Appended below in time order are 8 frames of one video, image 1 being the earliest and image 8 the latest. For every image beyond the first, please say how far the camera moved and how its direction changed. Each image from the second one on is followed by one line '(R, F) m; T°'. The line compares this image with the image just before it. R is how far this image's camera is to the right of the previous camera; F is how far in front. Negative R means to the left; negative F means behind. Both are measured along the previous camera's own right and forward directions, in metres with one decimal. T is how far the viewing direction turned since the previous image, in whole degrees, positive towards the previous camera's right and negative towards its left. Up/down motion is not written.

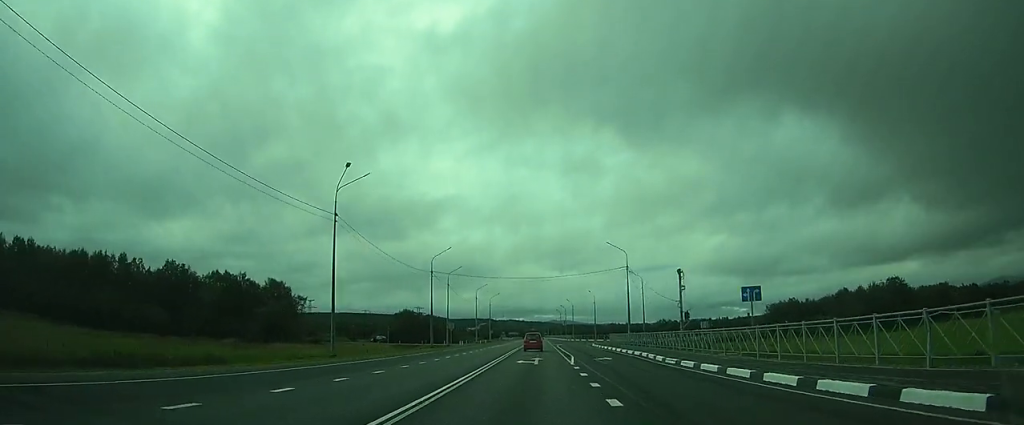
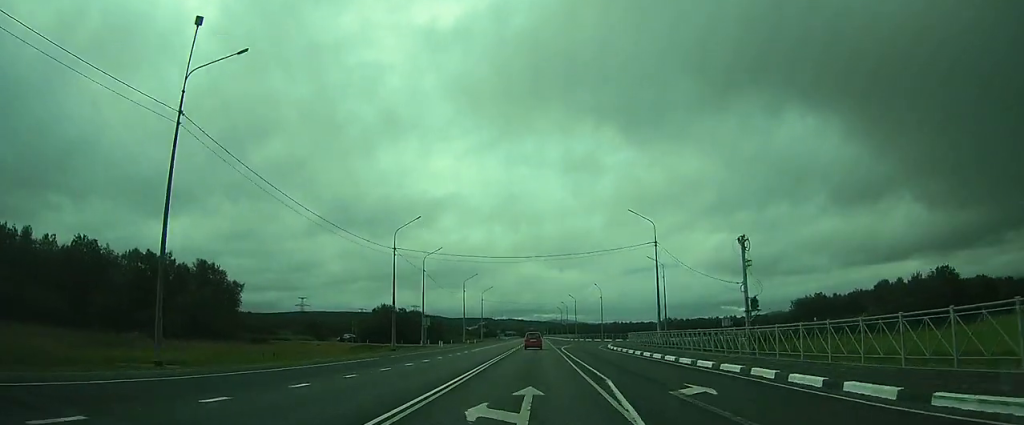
(-0.1, +19.8) m; 0°
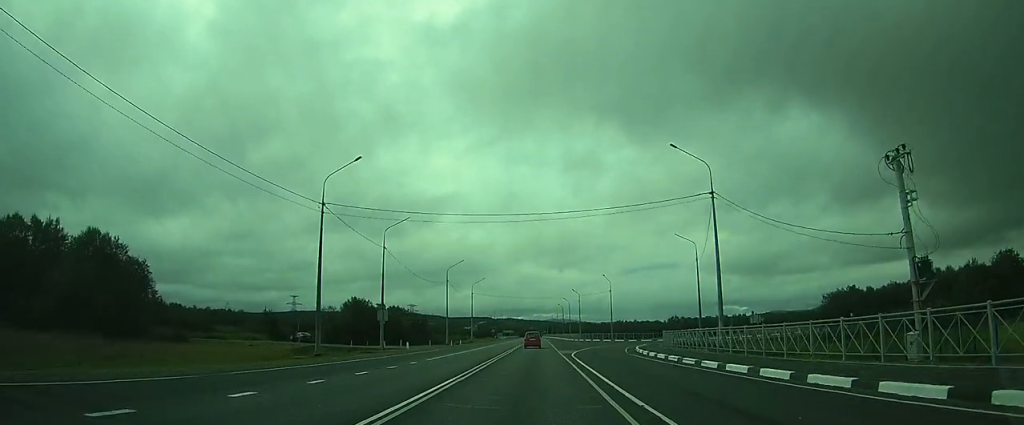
(0.0, +21.1) m; 0°
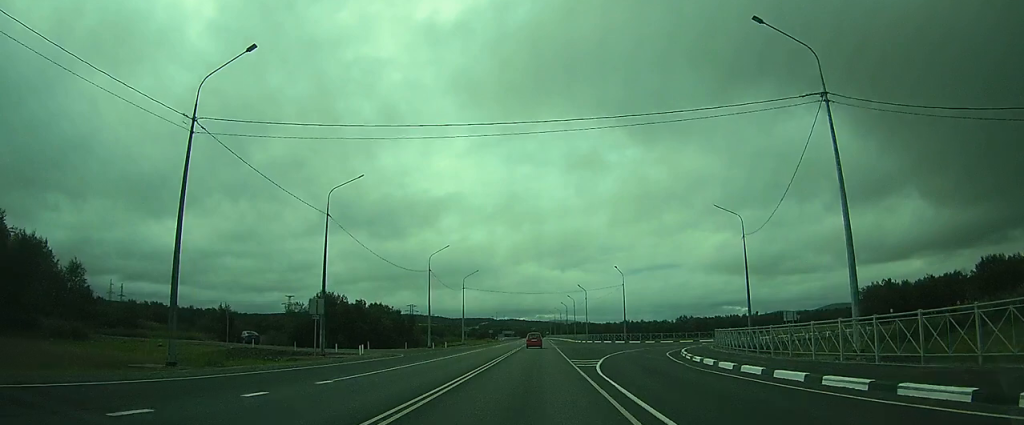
(0.0, +18.0) m; 0°
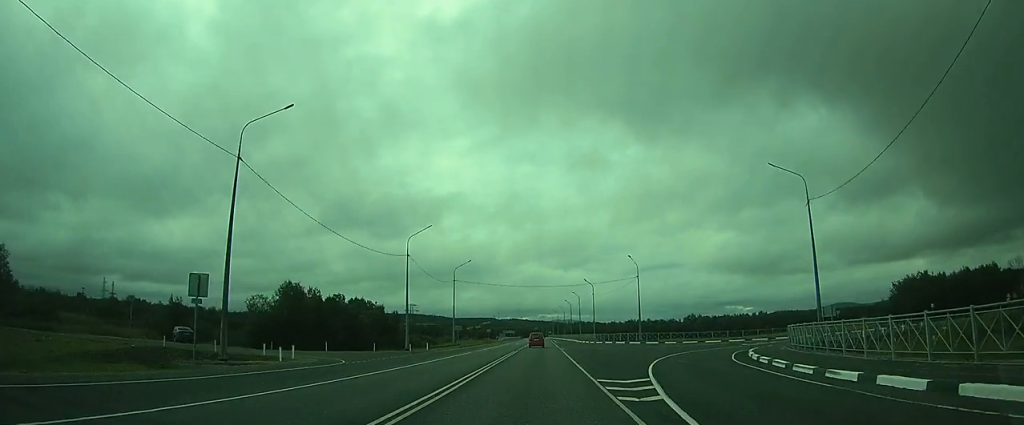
(0.0, +14.9) m; 0°
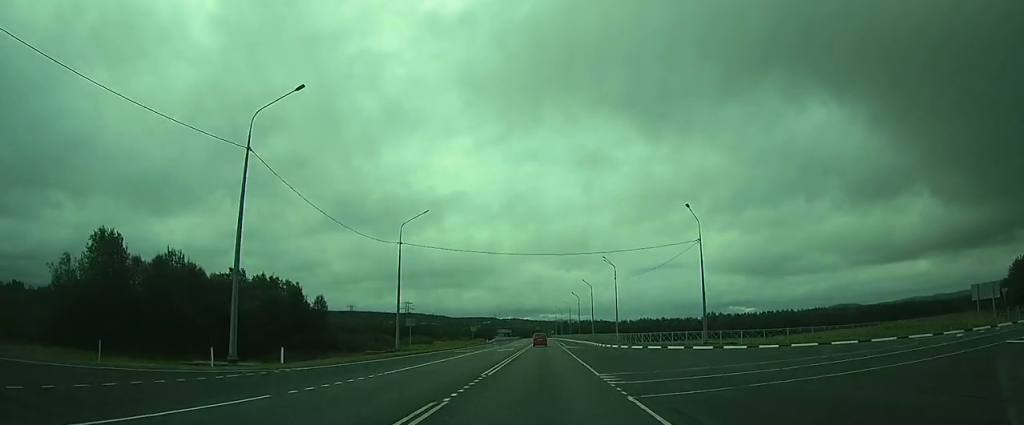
(+0.2, +37.9) m; 0°
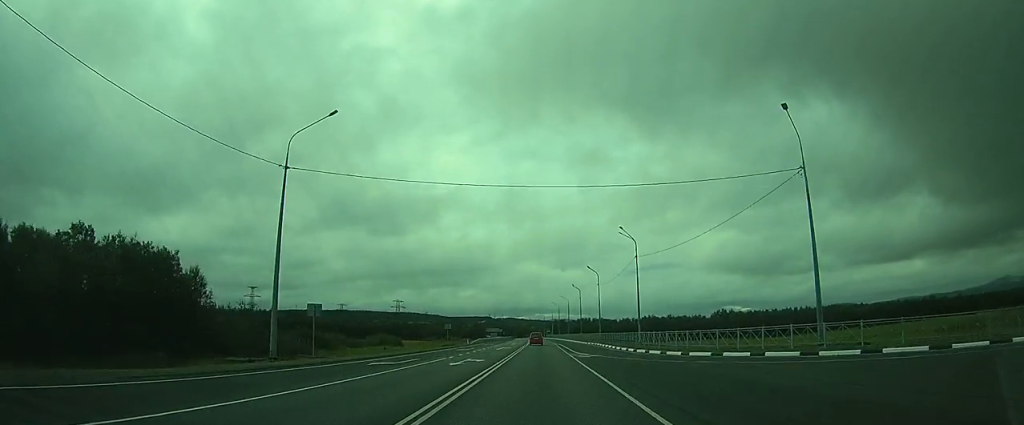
(0.0, +25.1) m; 0°
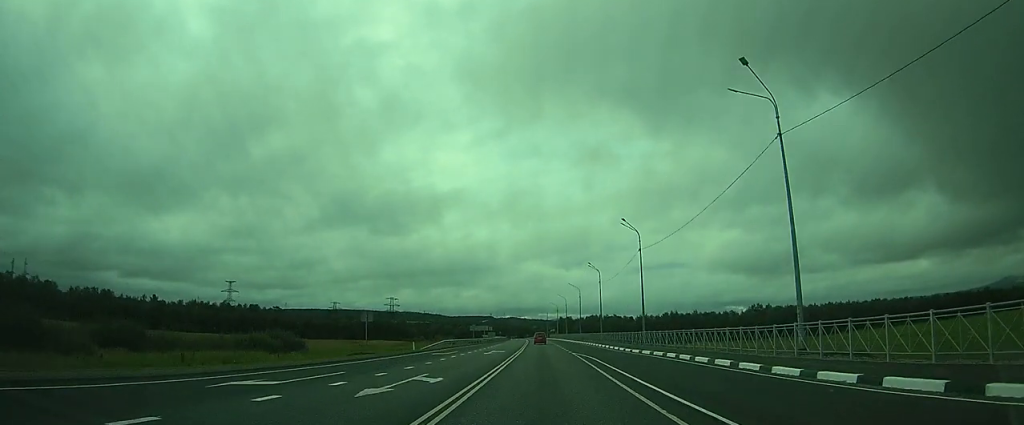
(-0.3, +41.0) m; -1°
